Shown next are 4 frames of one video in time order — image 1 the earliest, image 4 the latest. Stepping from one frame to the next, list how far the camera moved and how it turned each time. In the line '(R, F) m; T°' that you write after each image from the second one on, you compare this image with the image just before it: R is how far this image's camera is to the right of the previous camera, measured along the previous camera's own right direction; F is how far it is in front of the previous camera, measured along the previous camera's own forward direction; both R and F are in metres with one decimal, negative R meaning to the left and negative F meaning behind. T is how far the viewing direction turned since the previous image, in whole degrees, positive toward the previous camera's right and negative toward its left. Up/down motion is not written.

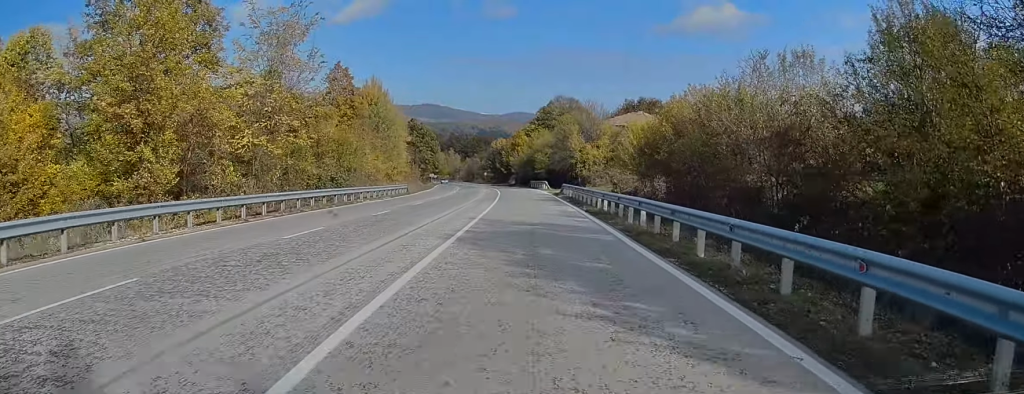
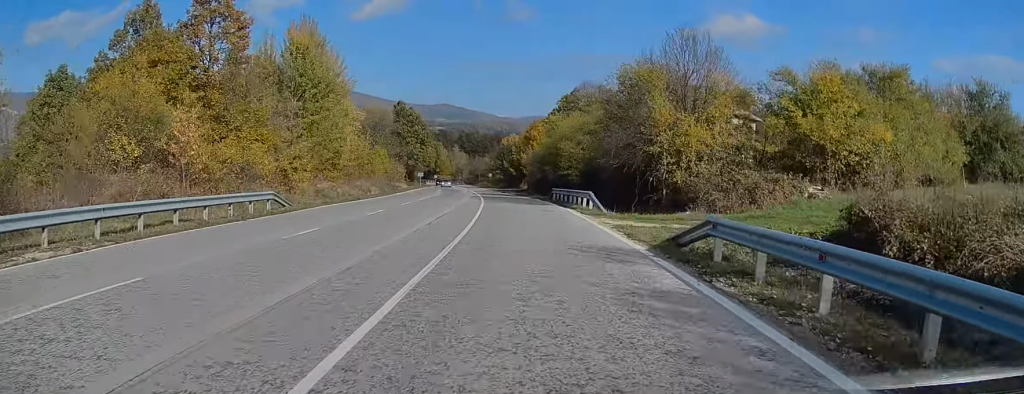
(-0.4, +34.9) m; -1°
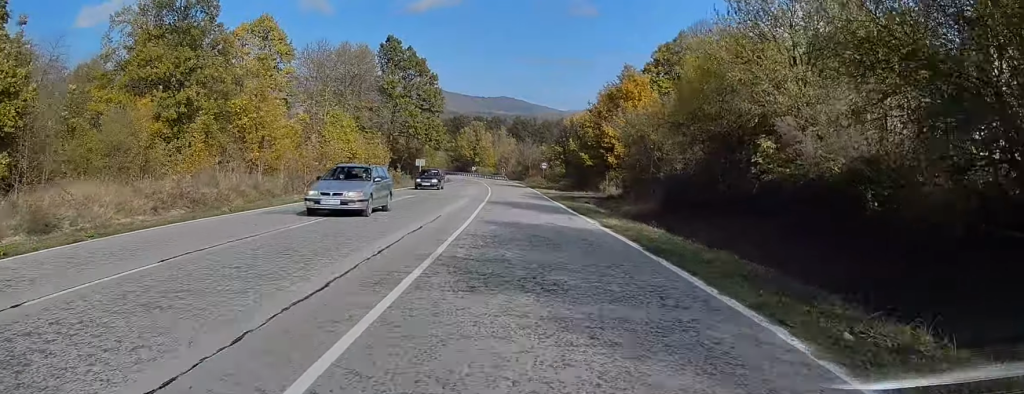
(-0.9, +52.4) m; -3°
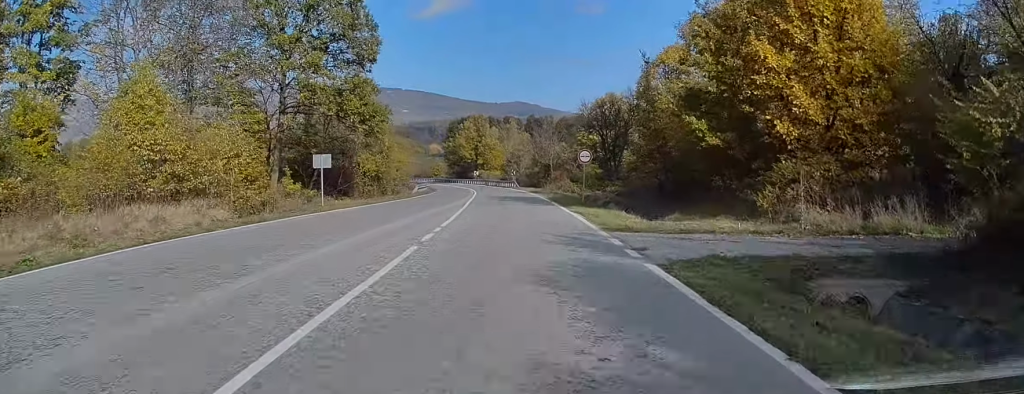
(-1.4, +36.8) m; -3°
